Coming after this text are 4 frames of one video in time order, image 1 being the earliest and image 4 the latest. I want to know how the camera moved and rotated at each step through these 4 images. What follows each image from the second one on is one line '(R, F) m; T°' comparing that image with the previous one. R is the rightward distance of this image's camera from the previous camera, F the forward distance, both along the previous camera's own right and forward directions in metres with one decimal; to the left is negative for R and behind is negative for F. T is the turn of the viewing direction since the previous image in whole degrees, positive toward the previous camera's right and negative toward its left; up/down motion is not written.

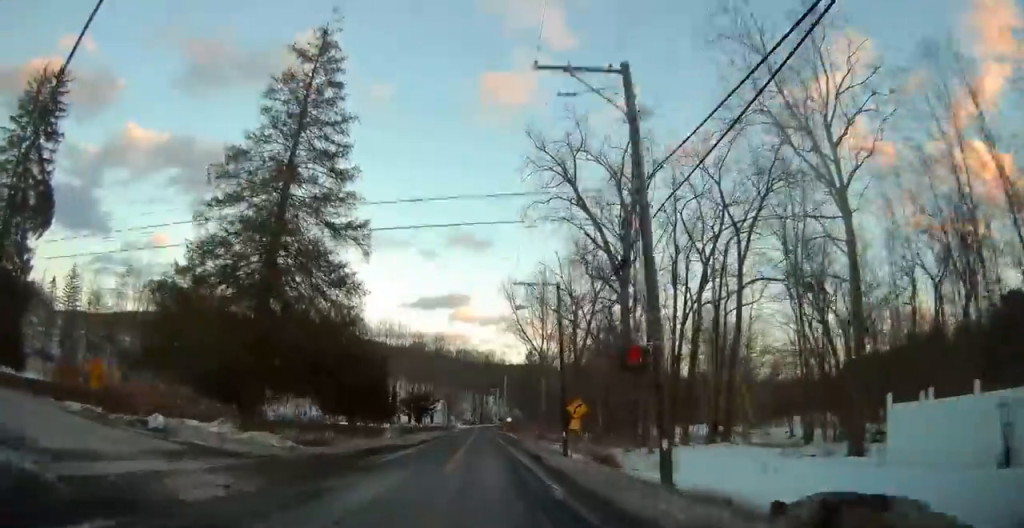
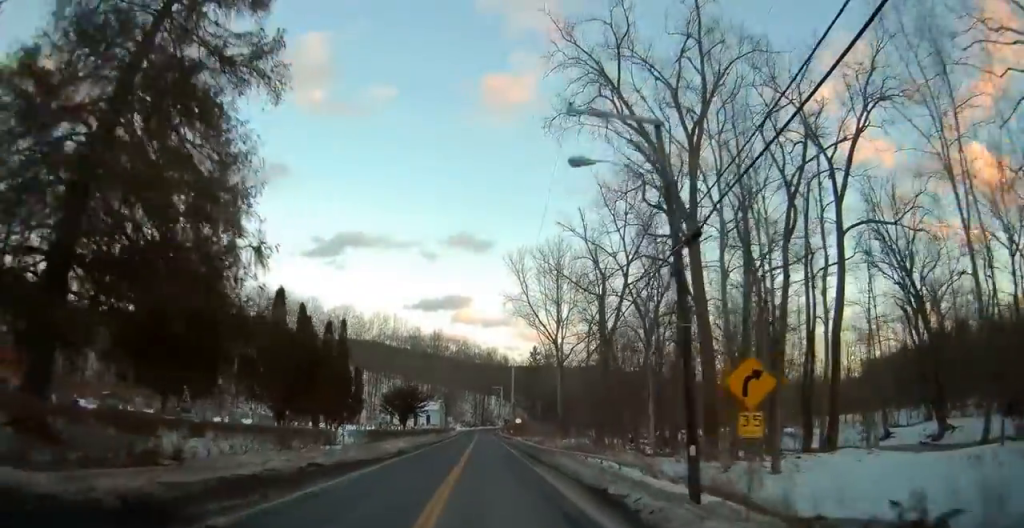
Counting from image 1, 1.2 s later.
(+0.1, +17.3) m; 0°
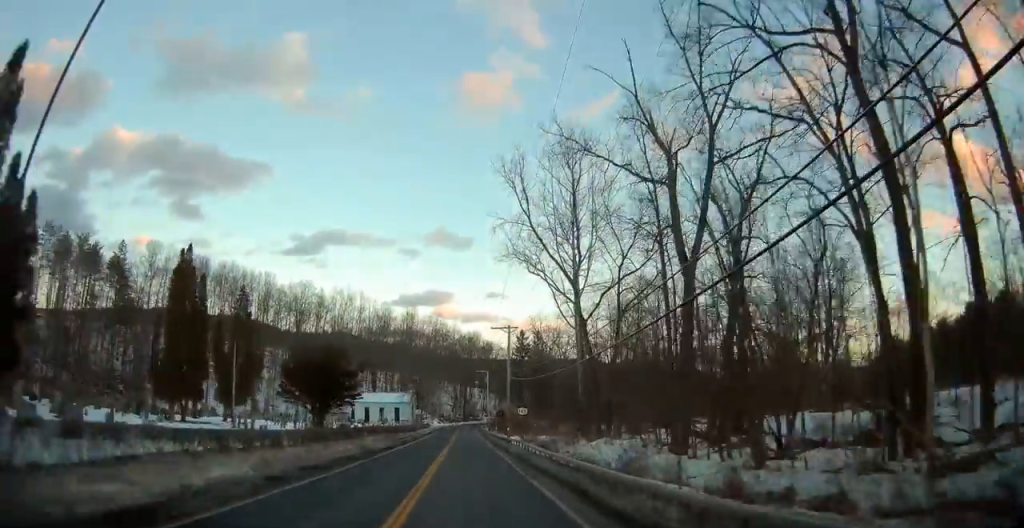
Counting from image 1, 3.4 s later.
(-0.1, +29.6) m; 0°
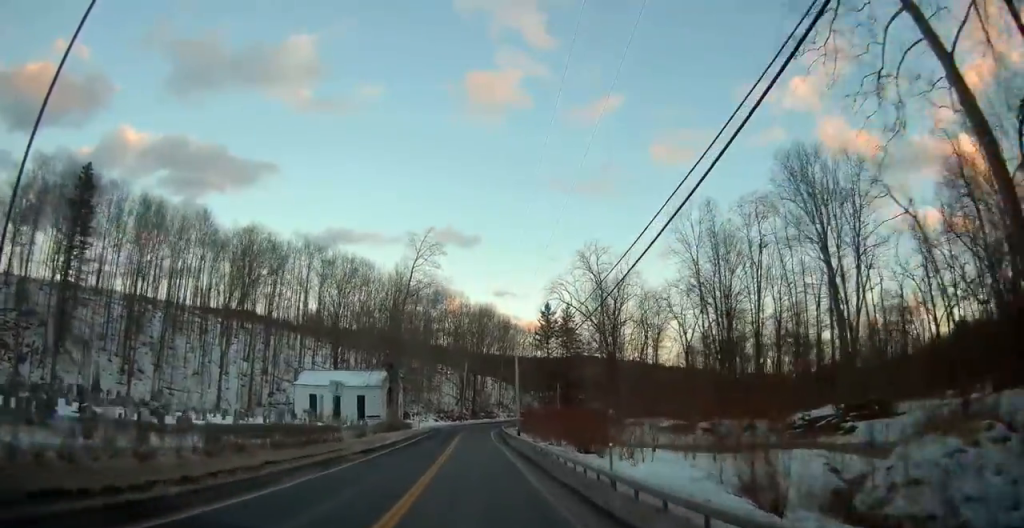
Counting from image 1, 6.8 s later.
(-0.2, +50.1) m; +1°
